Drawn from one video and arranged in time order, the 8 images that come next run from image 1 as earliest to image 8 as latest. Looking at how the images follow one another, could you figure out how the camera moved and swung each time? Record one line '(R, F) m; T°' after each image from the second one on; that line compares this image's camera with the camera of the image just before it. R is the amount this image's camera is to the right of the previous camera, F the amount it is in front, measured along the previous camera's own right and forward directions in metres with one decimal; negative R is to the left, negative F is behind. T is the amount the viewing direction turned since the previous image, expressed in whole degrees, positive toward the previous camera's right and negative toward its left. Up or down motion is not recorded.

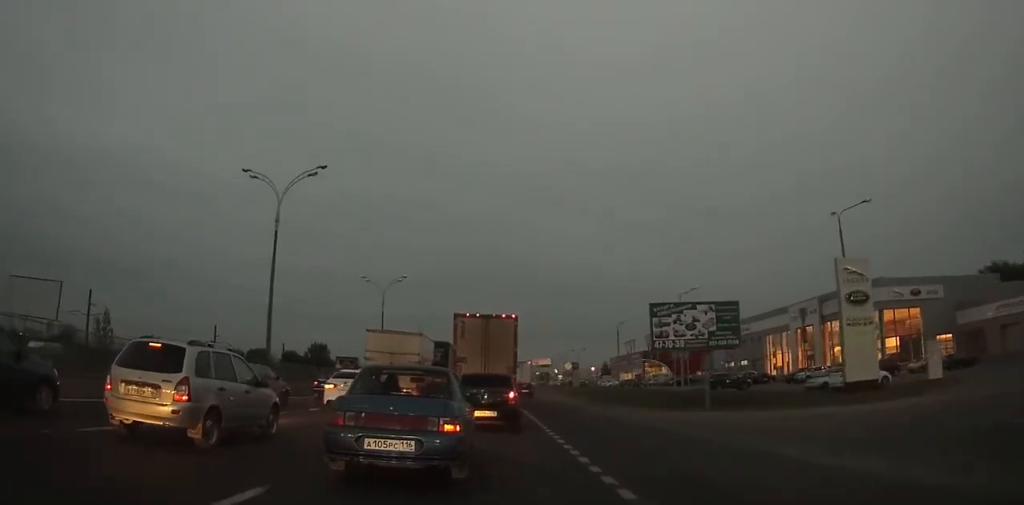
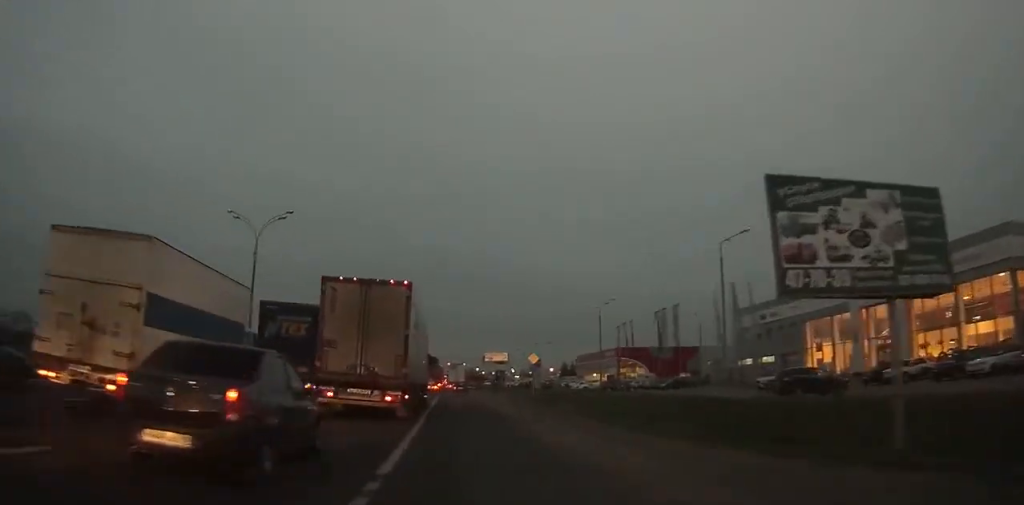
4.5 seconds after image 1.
(+1.0, +28.0) m; +2°
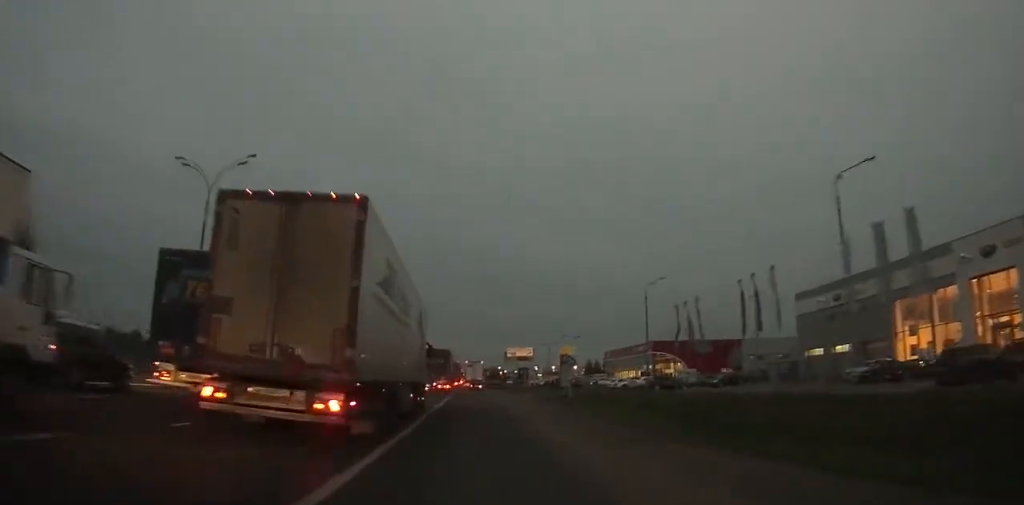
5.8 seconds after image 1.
(-0.2, +11.9) m; -1°
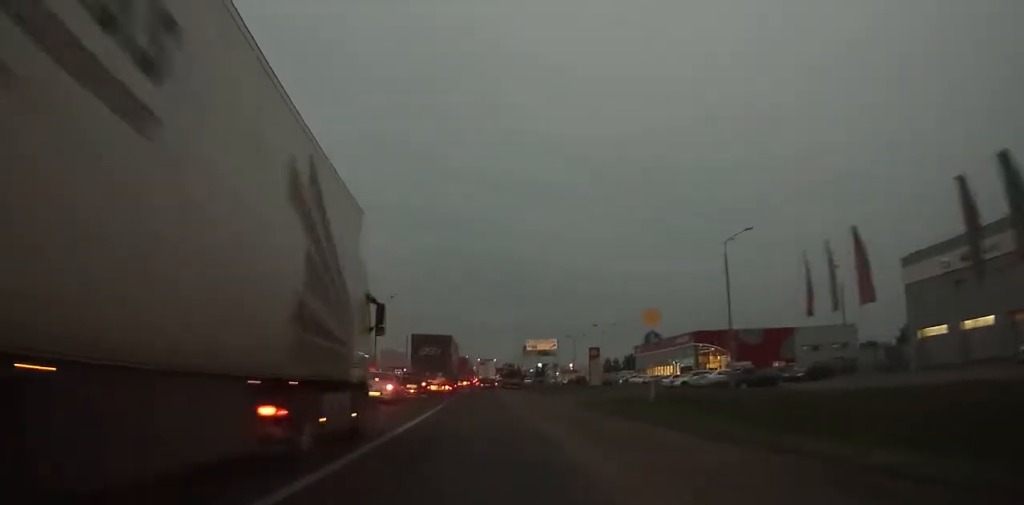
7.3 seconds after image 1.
(+0.1, +13.8) m; -1°
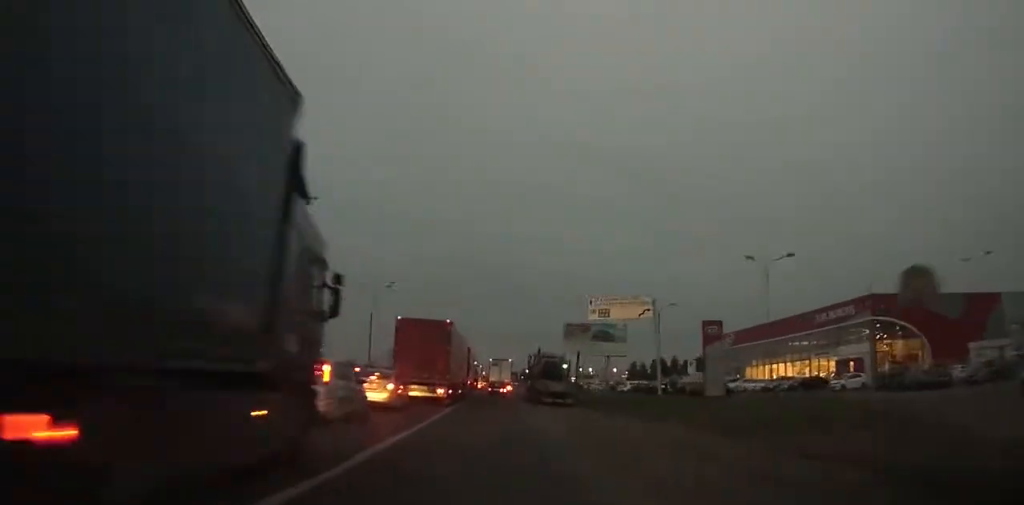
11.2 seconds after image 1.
(-1.1, +41.4) m; -1°
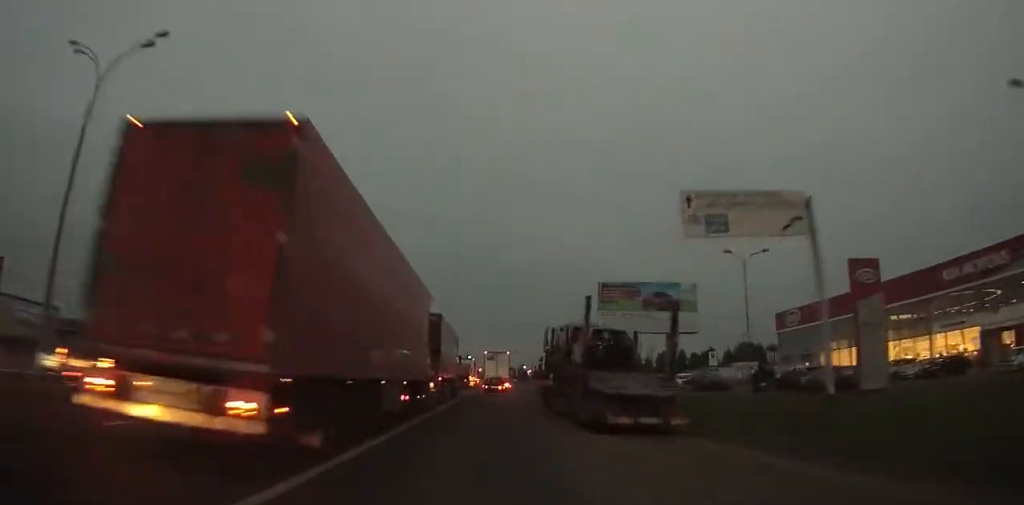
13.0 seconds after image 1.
(+0.2, +19.6) m; 0°
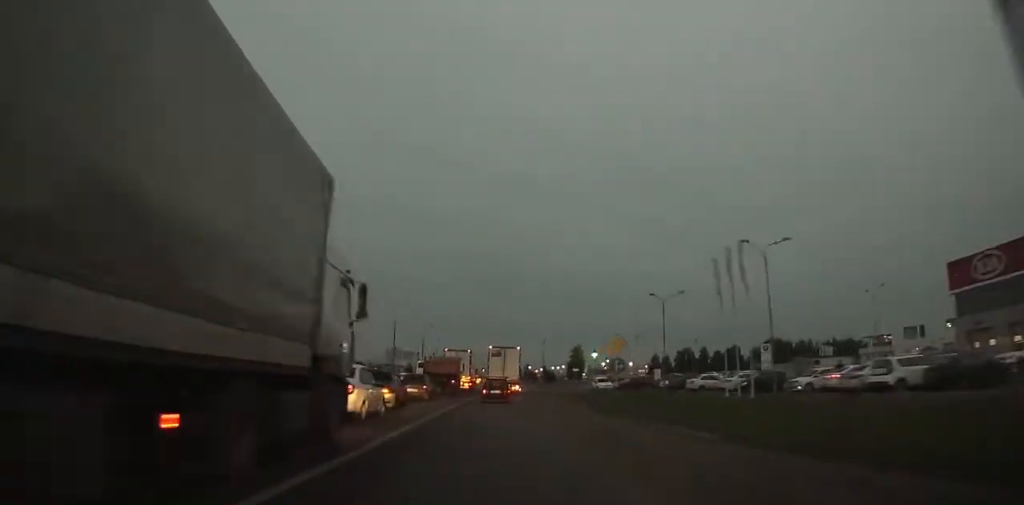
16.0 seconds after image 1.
(0.0, +30.7) m; 0°
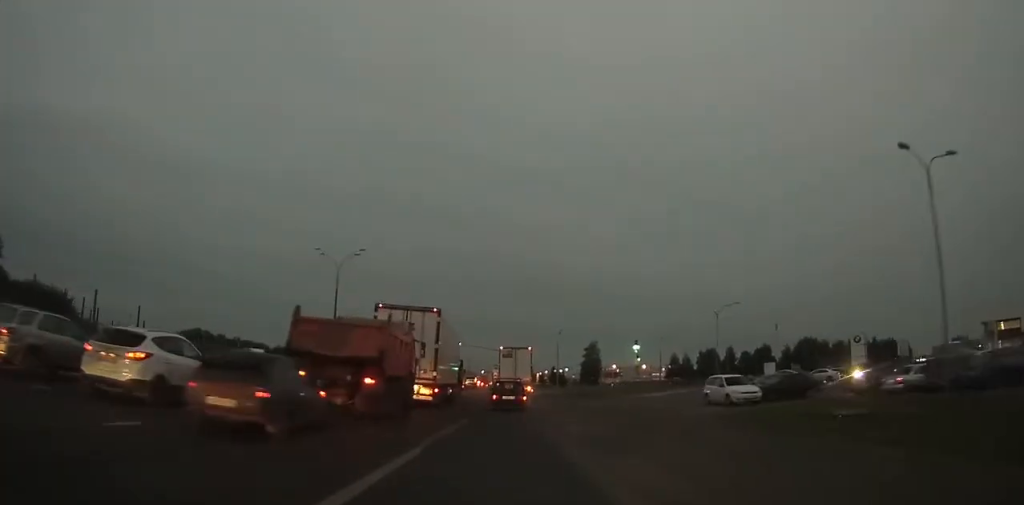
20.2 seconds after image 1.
(-0.2, +38.4) m; 0°
